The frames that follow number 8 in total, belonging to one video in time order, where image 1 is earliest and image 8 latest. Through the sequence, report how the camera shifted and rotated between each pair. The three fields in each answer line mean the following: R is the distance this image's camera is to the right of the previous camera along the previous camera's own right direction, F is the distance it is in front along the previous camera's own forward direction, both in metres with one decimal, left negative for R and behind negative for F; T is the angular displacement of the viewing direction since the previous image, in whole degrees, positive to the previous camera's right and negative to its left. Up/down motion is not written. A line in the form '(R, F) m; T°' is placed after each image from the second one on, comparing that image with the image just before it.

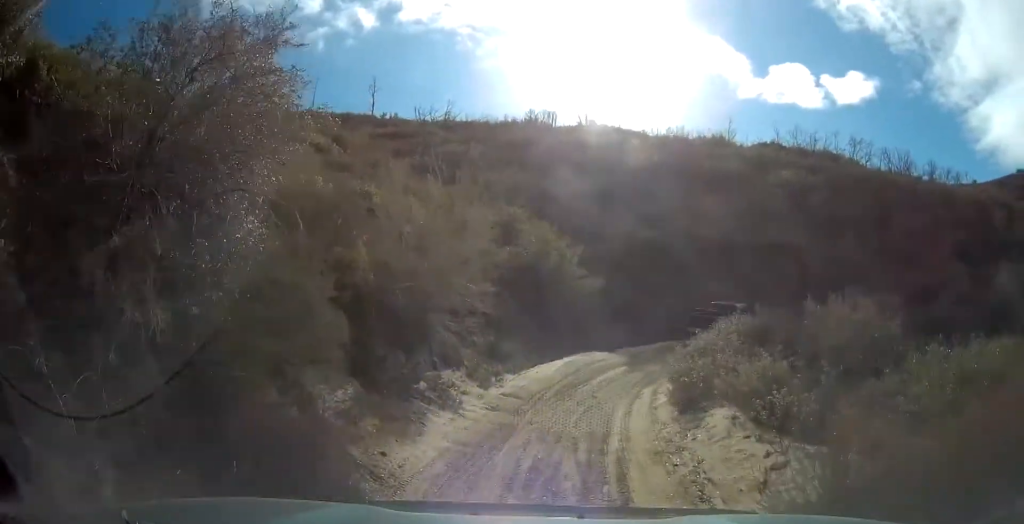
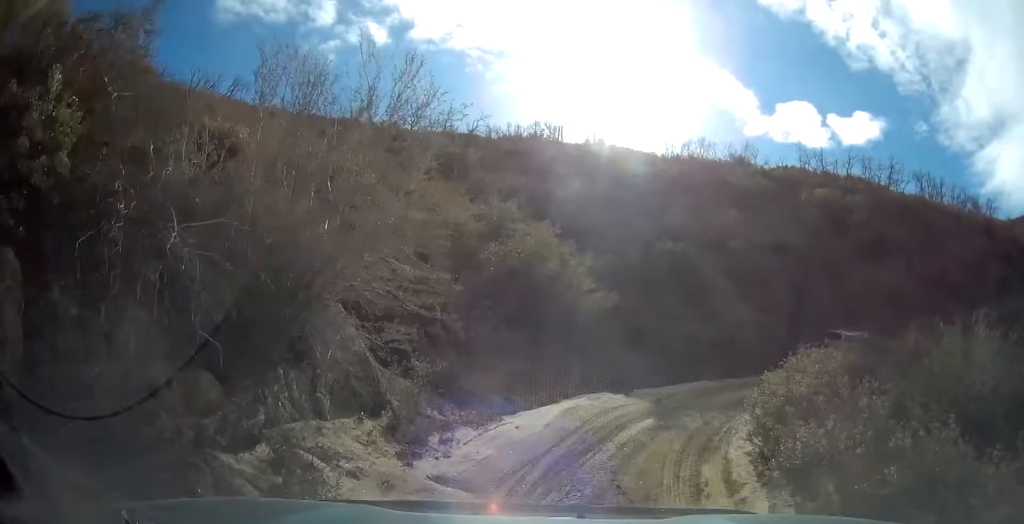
(-0.2, +6.4) m; -7°
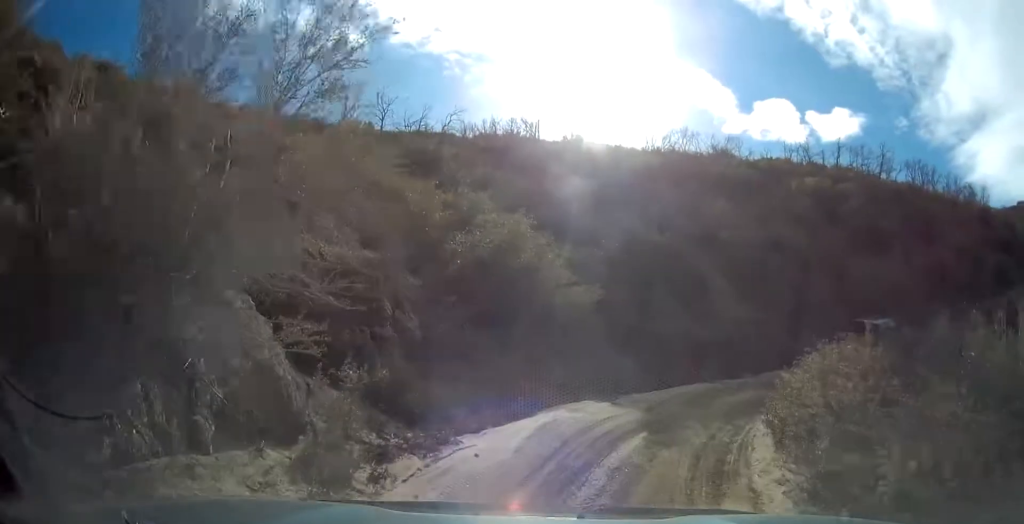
(-0.3, +2.2) m; 0°
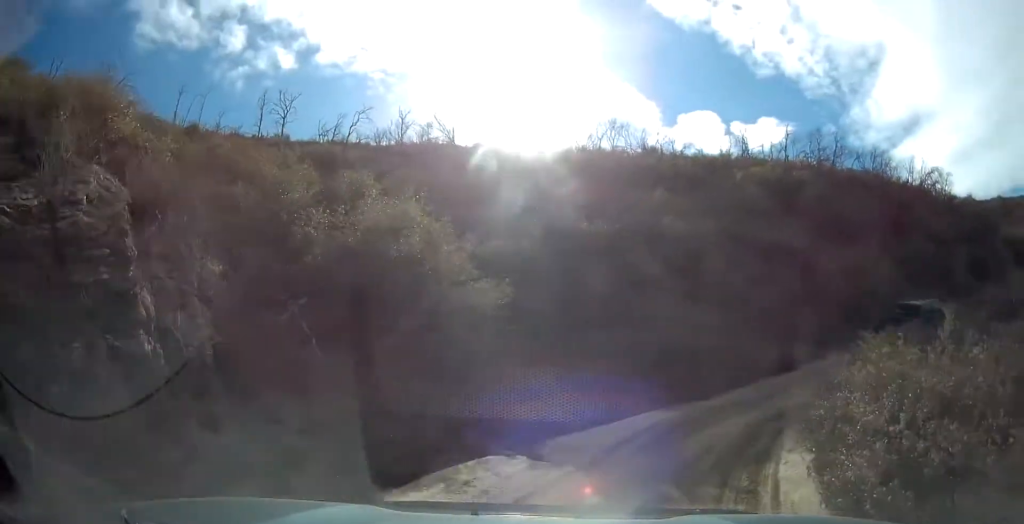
(+0.4, +5.3) m; +14°
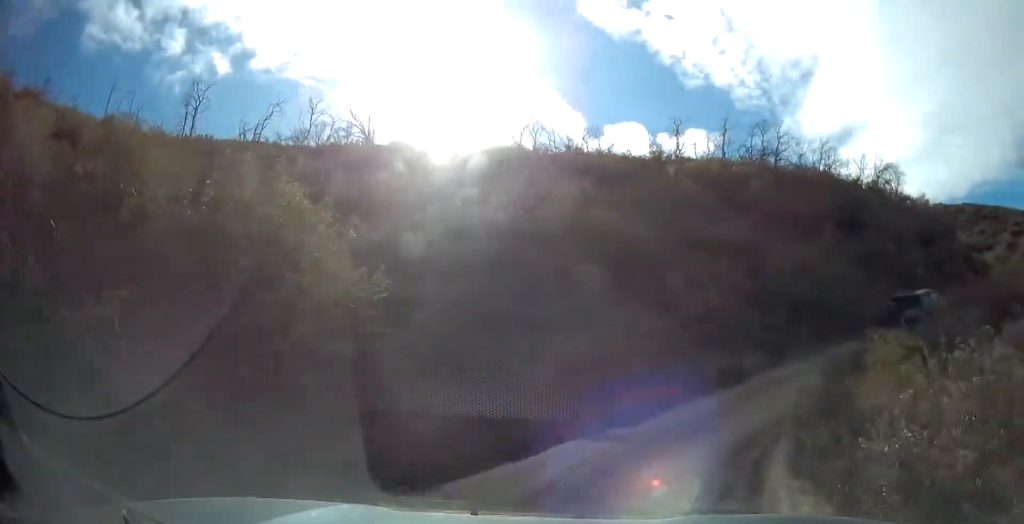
(+0.4, +3.3) m; +9°
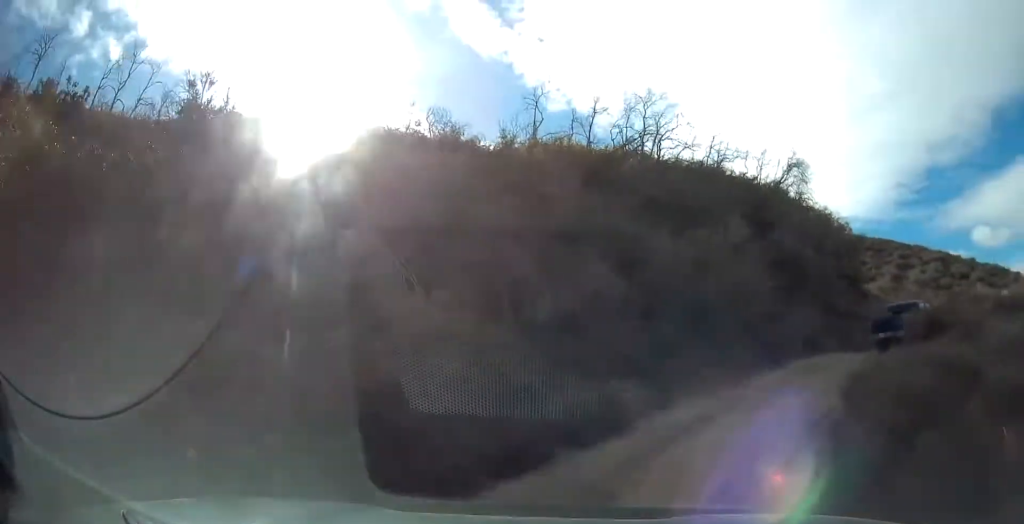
(+0.8, +6.8) m; +9°
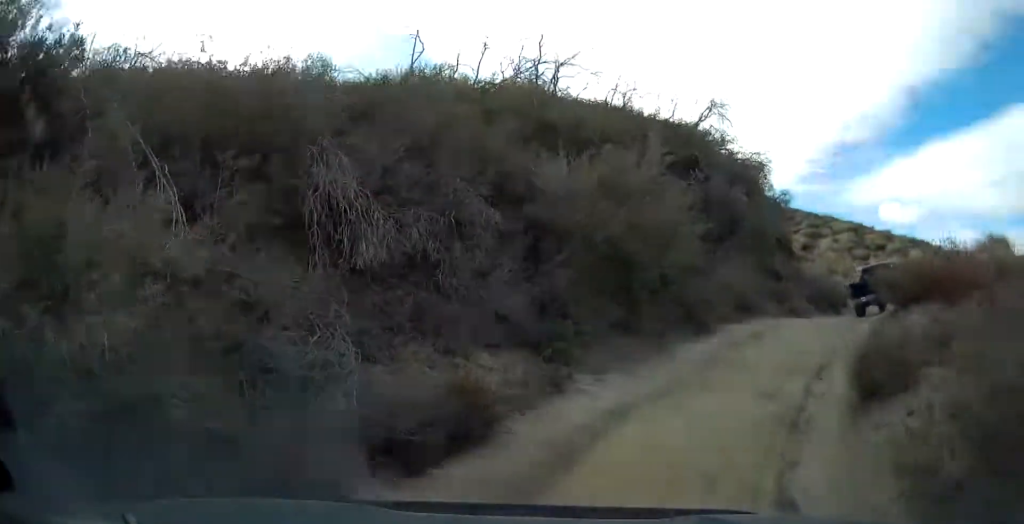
(+0.1, +4.0) m; +10°
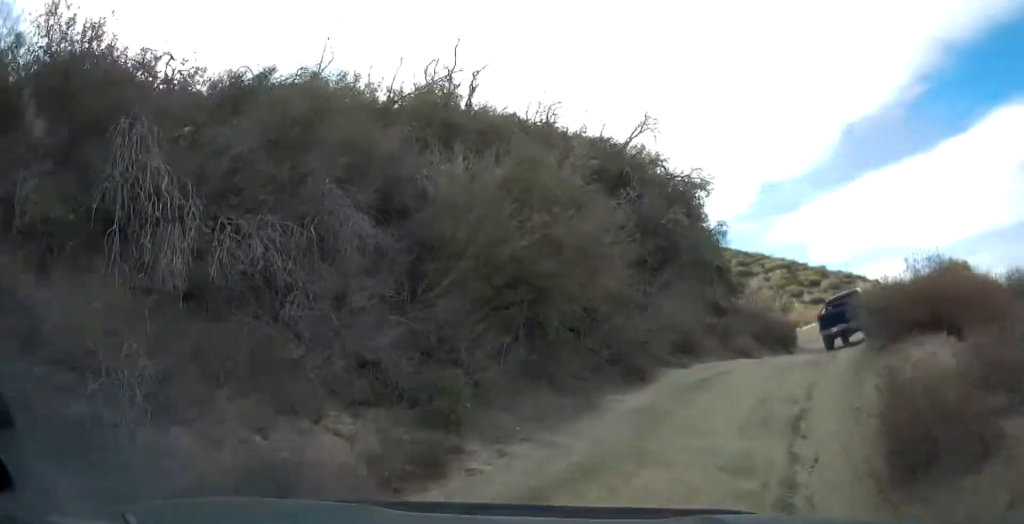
(+0.1, +2.4) m; +8°
